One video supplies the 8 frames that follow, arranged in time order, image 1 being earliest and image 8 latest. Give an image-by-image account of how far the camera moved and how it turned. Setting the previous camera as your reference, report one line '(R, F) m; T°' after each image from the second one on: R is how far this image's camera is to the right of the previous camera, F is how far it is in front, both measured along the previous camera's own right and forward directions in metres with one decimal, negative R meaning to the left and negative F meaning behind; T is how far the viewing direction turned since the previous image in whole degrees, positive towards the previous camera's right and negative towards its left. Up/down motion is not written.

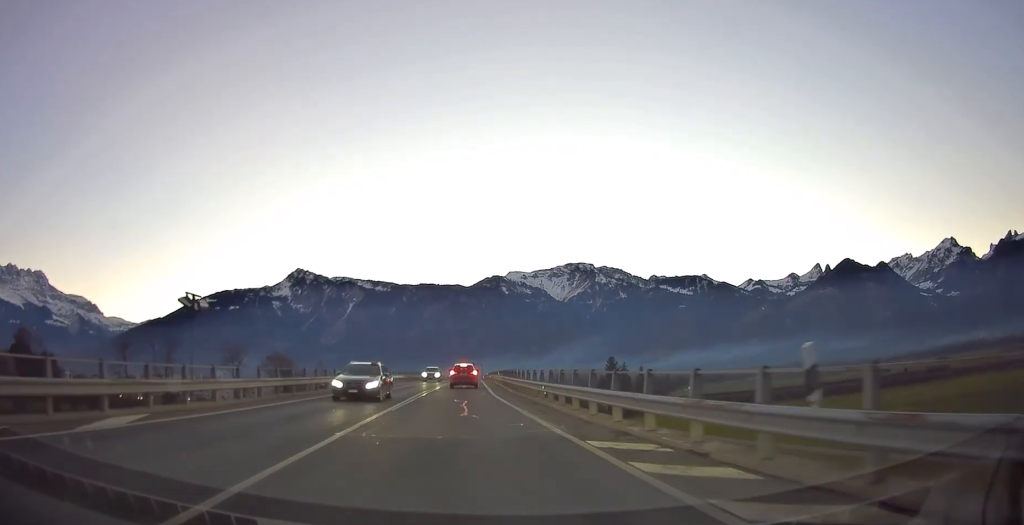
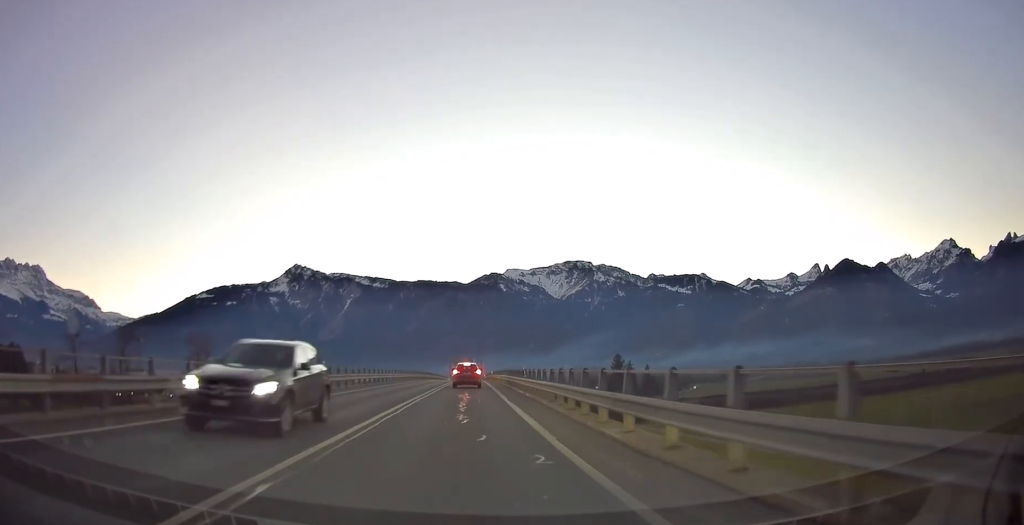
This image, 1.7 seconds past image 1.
(+0.3, +22.1) m; 0°
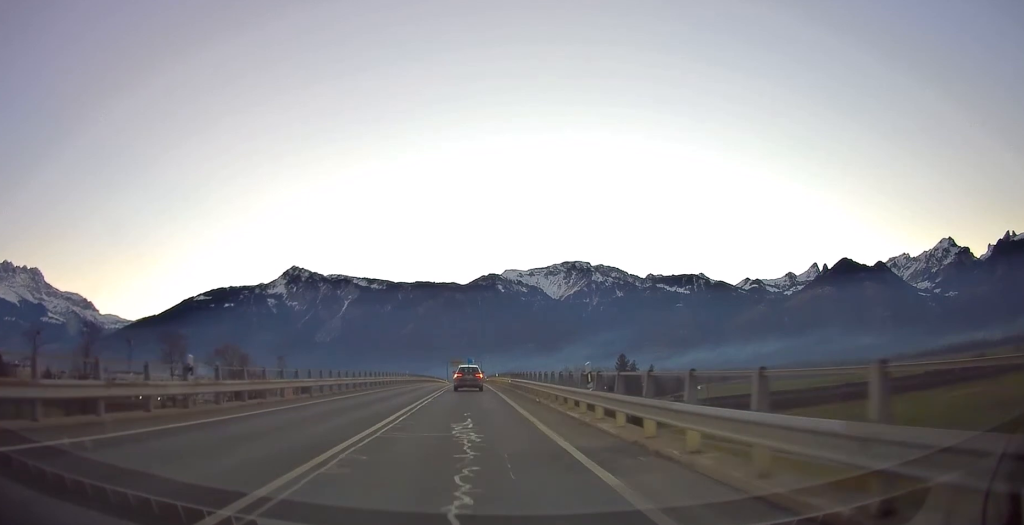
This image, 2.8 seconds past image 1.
(0.0, +15.0) m; 0°
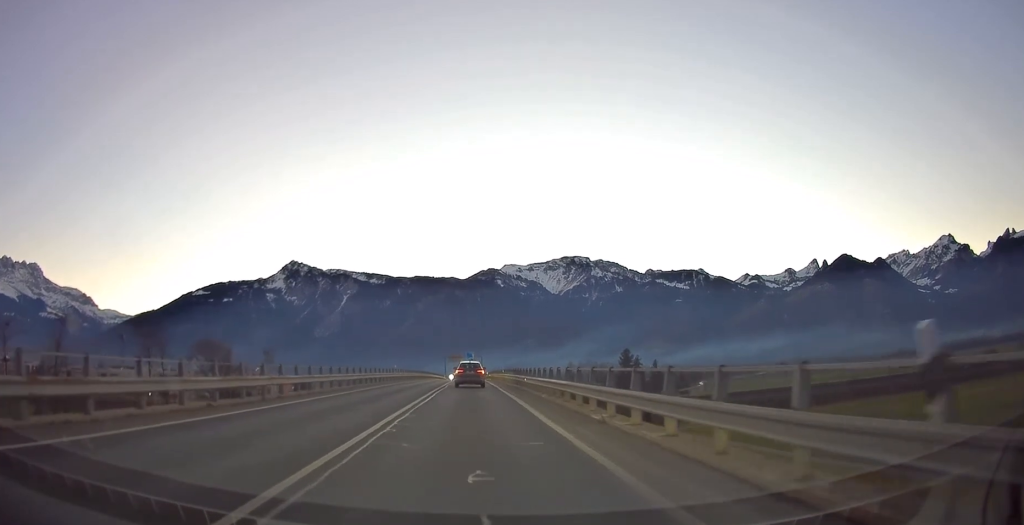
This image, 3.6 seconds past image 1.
(0.0, +10.7) m; 0°
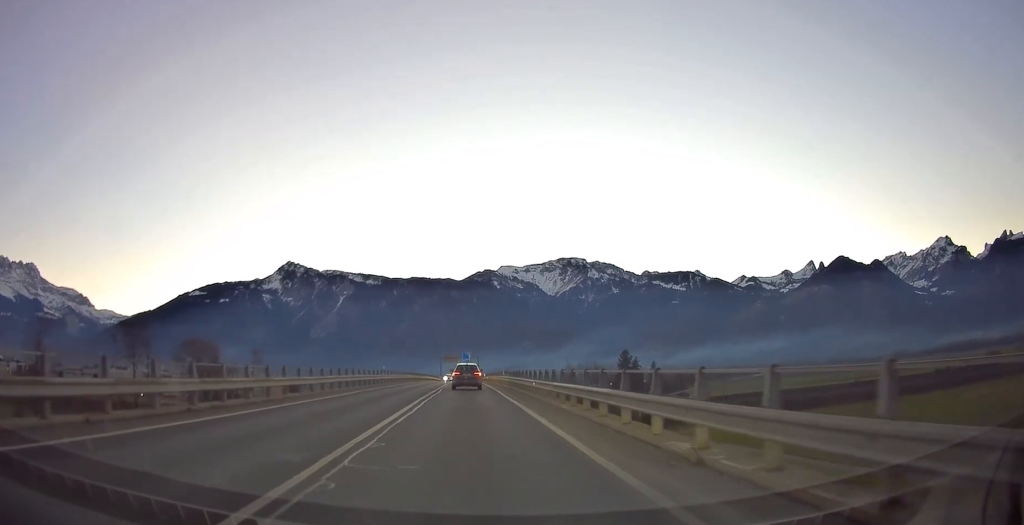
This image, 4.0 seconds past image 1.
(0.0, +5.1) m; 0°
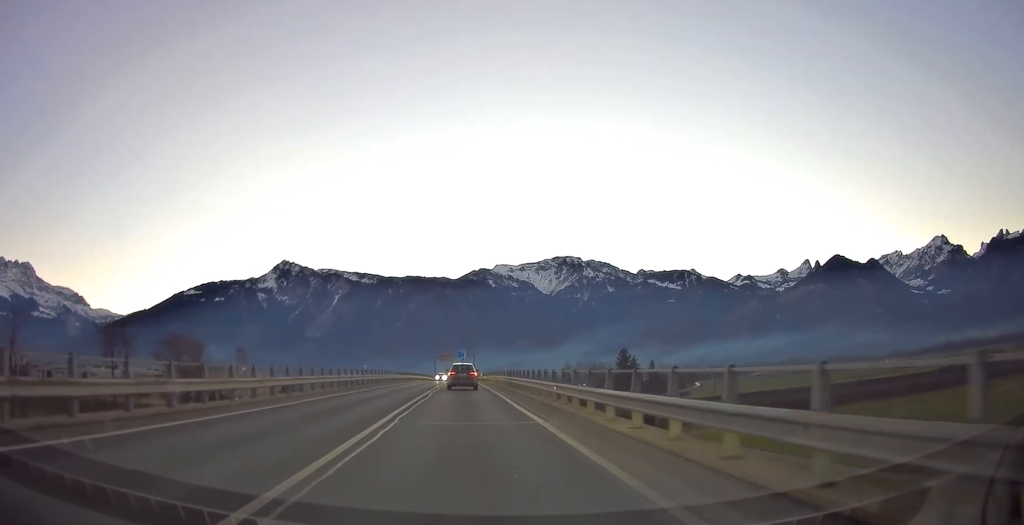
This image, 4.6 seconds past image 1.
(0.0, +7.2) m; 0°
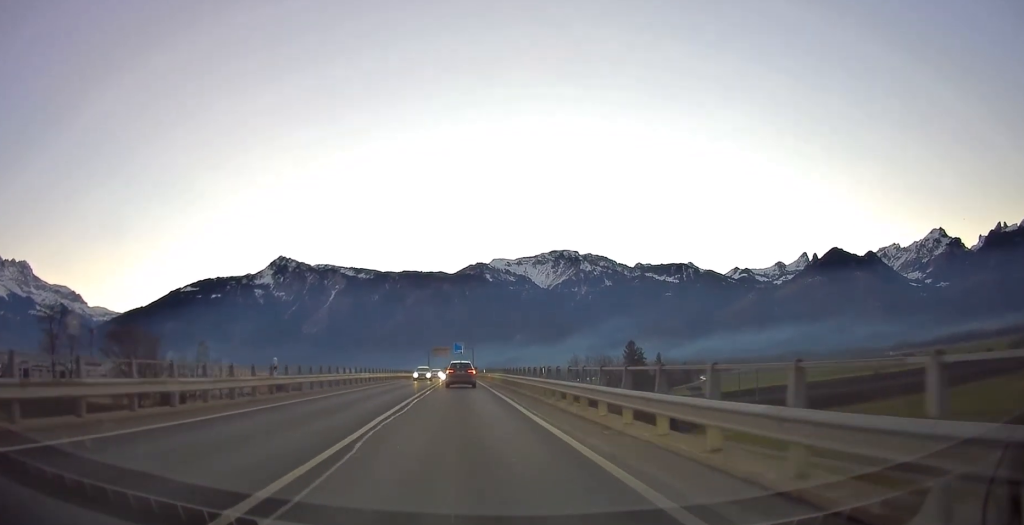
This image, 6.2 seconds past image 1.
(+0.1, +19.6) m; +1°
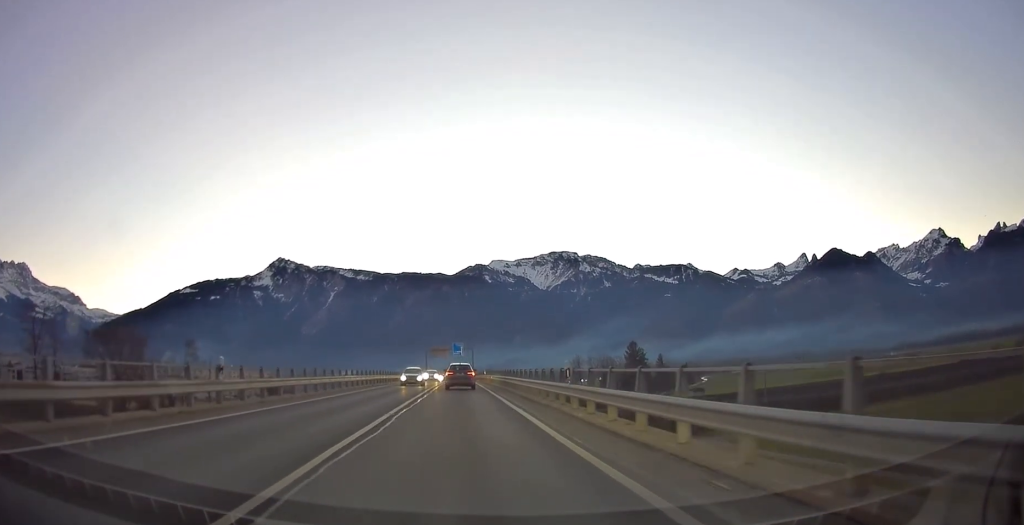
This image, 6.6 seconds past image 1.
(+0.1, +5.3) m; 0°
